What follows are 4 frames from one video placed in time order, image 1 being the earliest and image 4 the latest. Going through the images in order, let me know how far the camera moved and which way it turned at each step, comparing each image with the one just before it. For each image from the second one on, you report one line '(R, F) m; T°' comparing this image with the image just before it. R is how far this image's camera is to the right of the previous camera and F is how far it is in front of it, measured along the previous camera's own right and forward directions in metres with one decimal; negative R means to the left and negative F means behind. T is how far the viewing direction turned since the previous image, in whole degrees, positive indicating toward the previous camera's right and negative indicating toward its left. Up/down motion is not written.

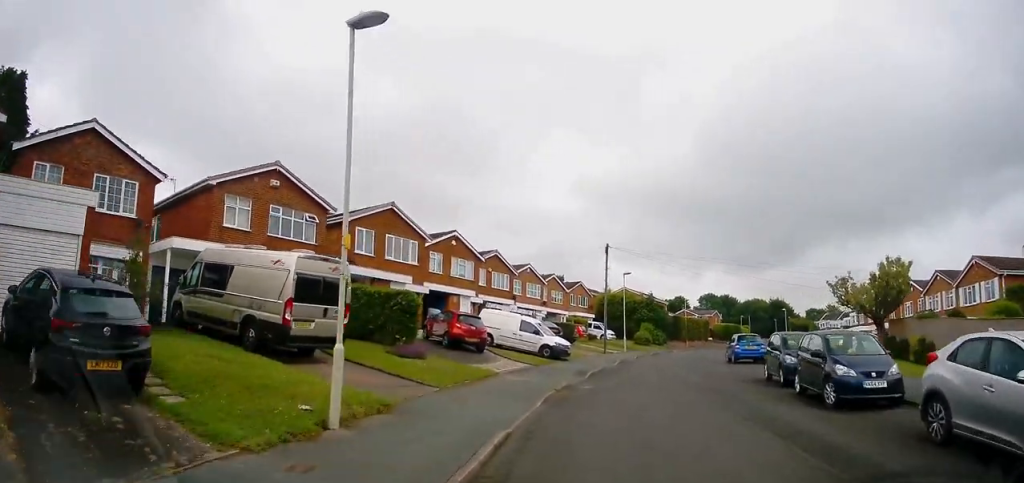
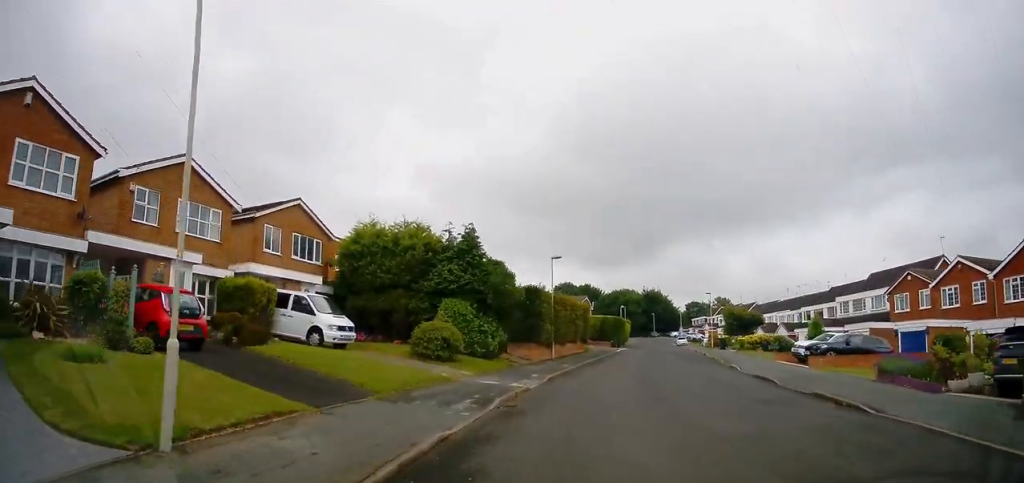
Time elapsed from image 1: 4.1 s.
(+4.8, +40.1) m; +15°
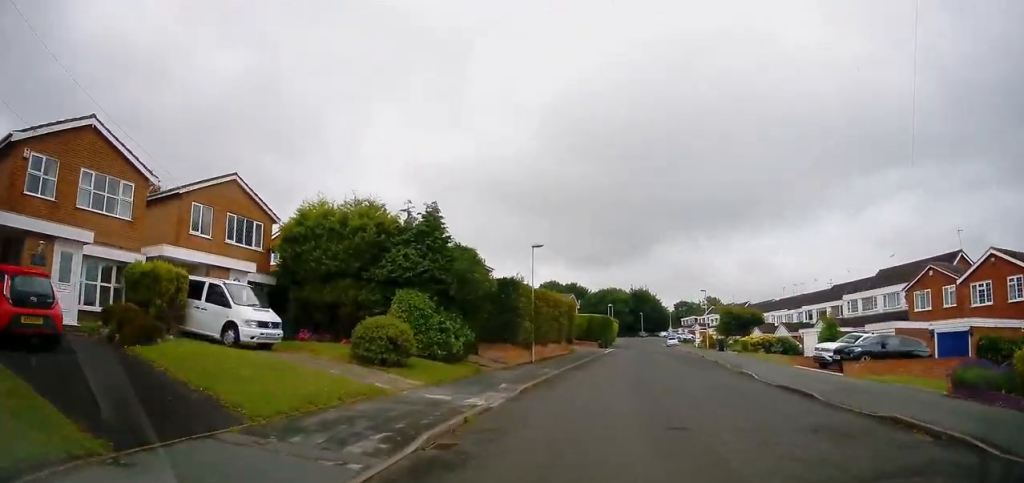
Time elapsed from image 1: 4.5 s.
(+0.1, +4.5) m; +1°
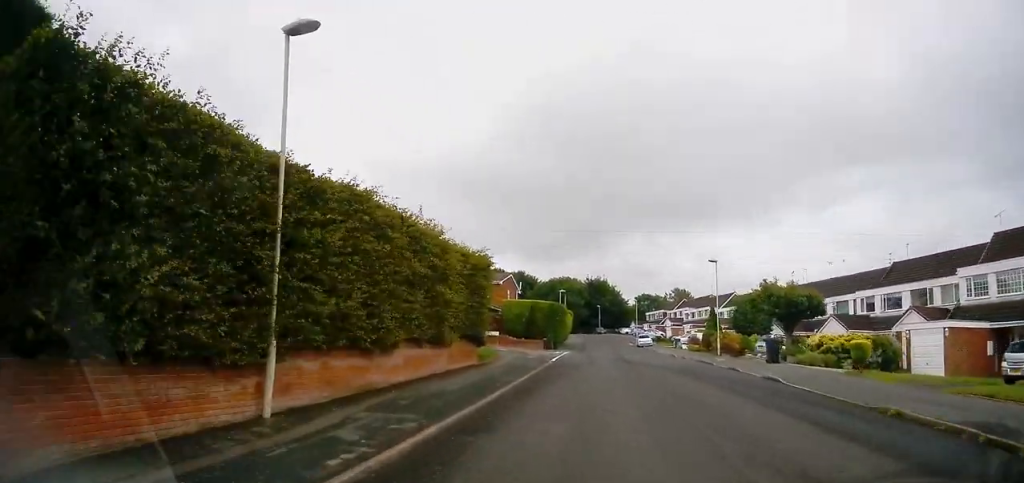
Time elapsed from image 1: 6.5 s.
(+1.0, +22.7) m; +5°
